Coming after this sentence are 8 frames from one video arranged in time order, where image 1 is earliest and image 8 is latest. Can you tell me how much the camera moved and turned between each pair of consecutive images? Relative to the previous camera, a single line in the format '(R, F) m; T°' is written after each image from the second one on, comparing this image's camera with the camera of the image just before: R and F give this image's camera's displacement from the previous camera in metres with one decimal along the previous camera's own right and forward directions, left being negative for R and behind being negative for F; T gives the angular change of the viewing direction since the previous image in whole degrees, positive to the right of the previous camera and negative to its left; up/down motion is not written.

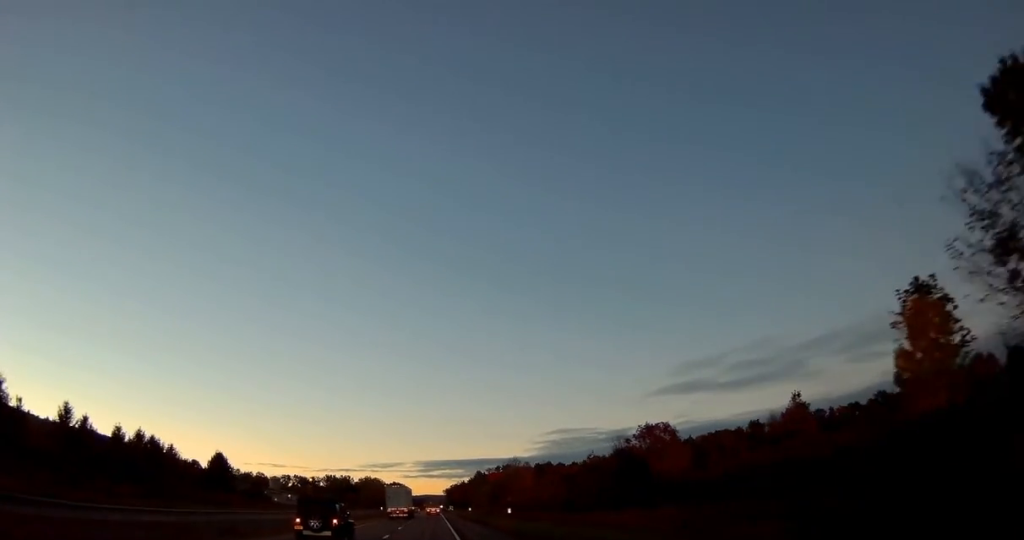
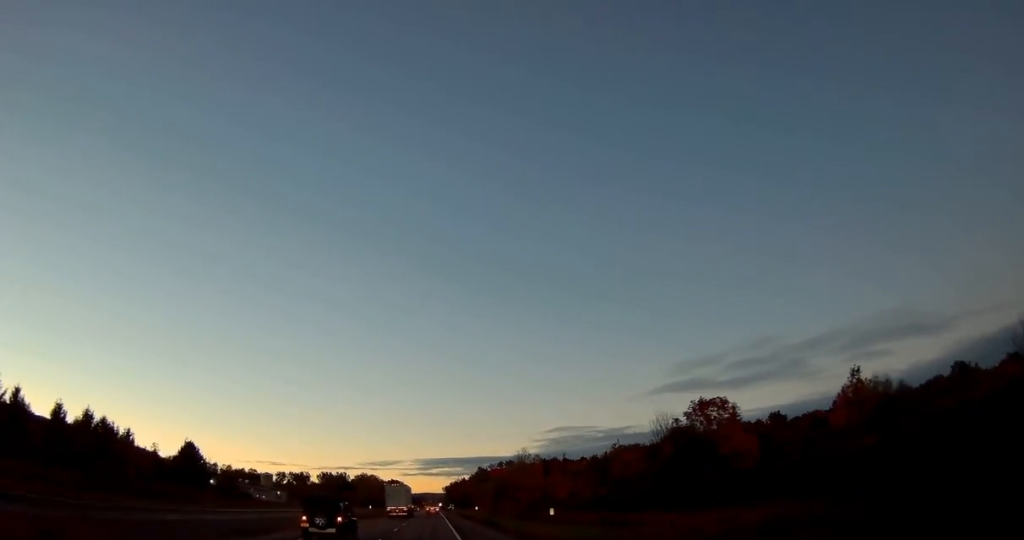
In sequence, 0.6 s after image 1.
(0.0, +17.2) m; 0°
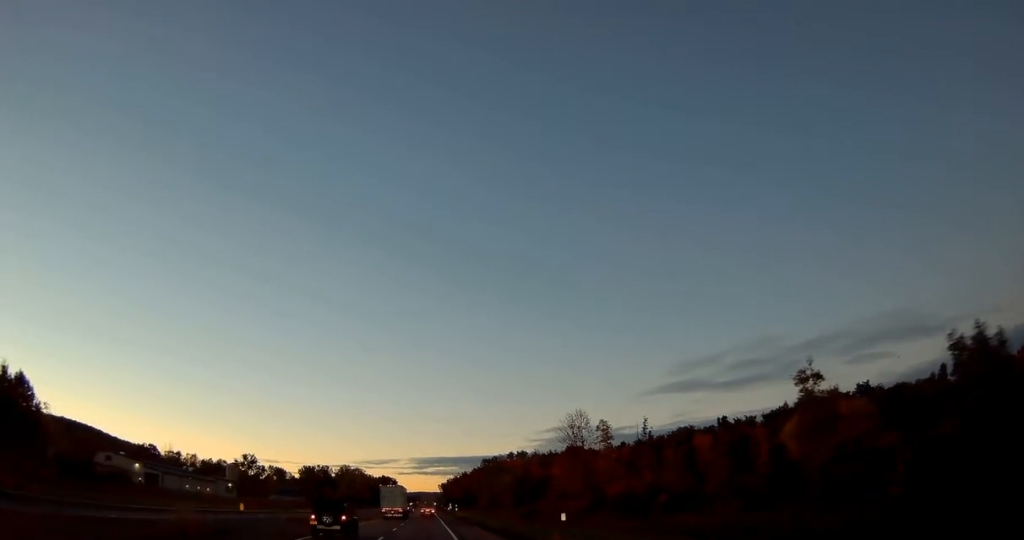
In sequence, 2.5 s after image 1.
(+0.4, +58.9) m; 0°
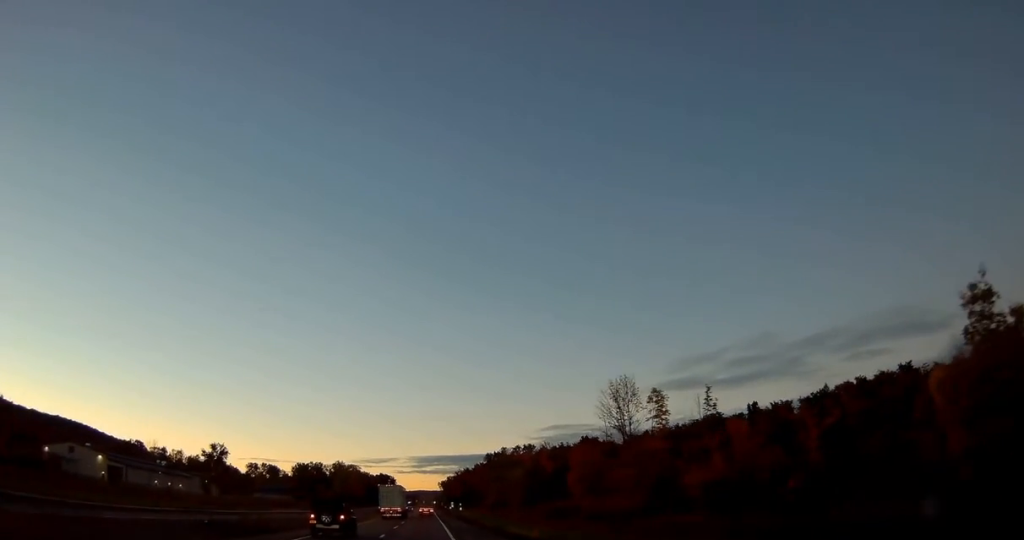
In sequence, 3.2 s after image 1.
(0.0, +20.7) m; 0°
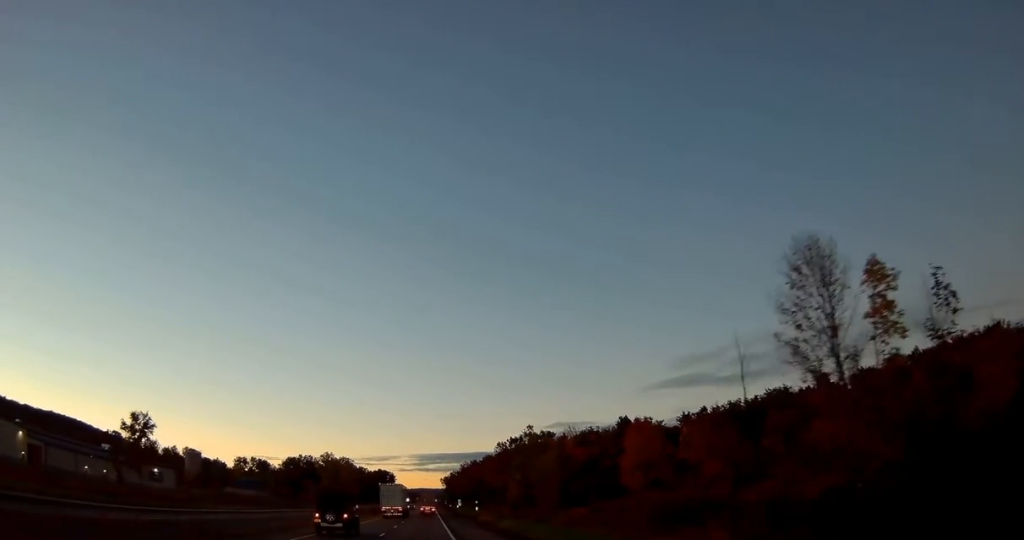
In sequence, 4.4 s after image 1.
(0.0, +36.3) m; +1°
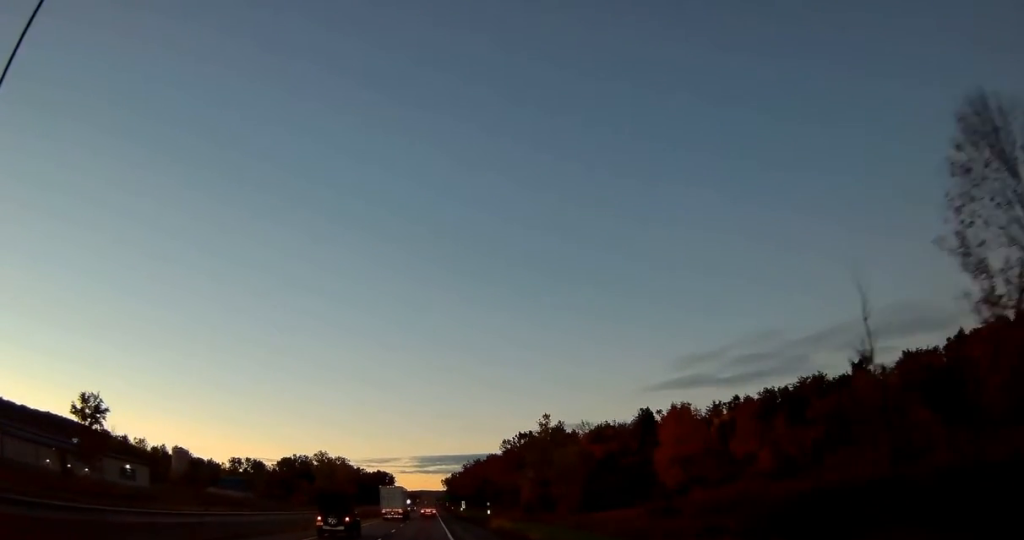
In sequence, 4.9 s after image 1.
(+0.2, +15.7) m; 0°
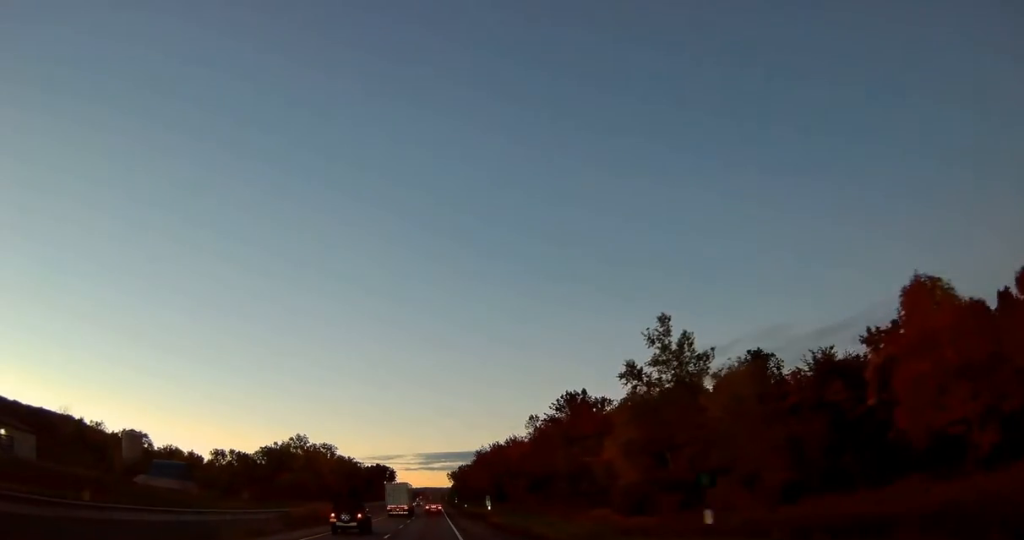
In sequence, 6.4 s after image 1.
(-0.4, +46.9) m; -1°
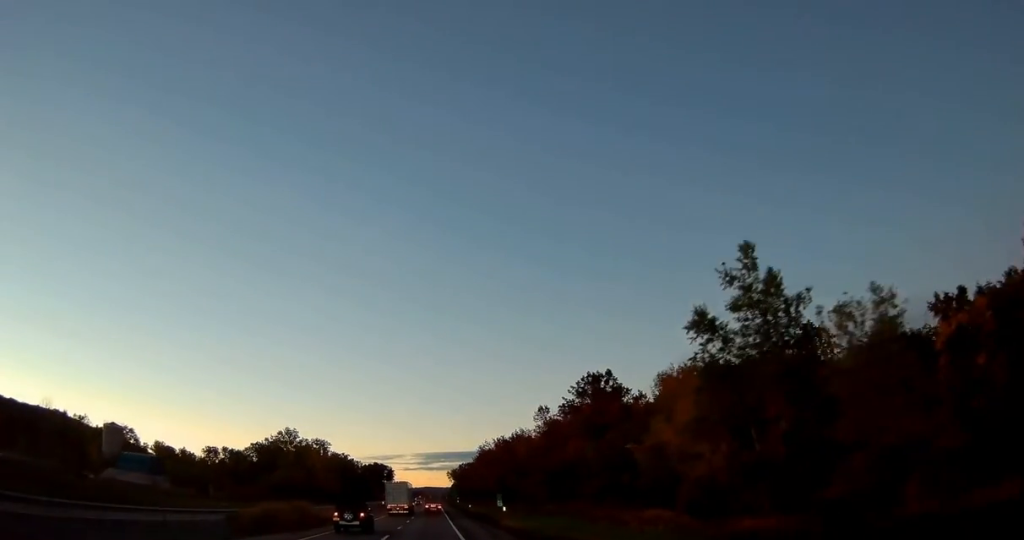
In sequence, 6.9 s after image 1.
(+0.1, +14.5) m; 0°
